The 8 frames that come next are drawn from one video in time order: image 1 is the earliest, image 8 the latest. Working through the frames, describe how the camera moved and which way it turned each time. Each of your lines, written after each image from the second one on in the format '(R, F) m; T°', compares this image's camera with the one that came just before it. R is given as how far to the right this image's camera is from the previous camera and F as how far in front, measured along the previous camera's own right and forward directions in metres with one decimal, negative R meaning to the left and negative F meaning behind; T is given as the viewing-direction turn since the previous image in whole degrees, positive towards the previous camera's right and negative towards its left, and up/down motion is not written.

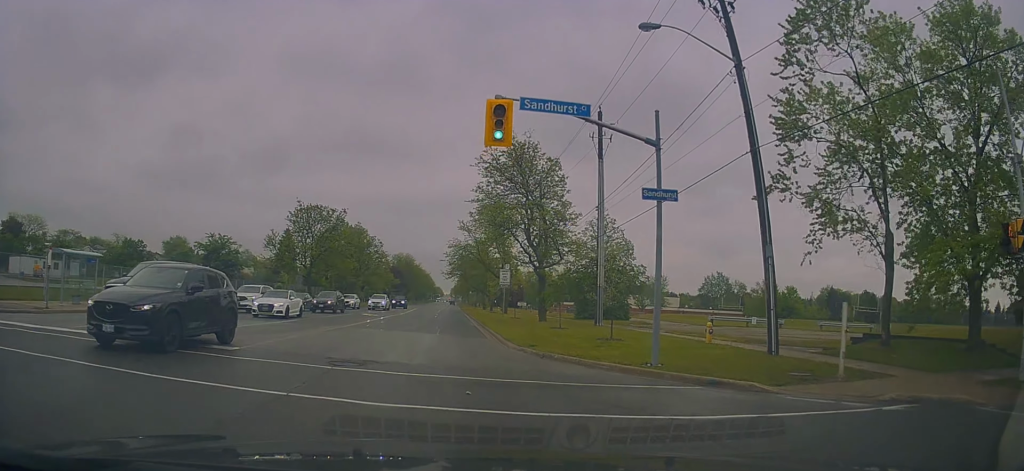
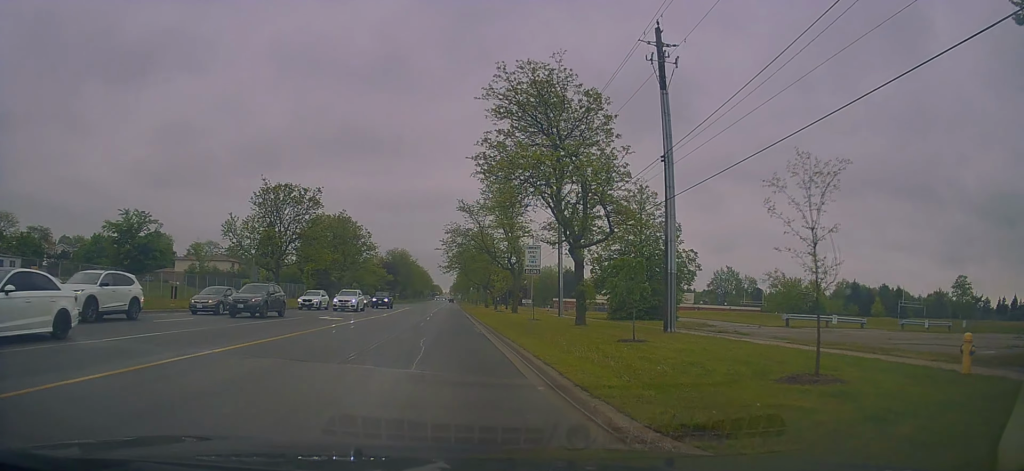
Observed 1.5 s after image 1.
(0.0, +11.4) m; -2°
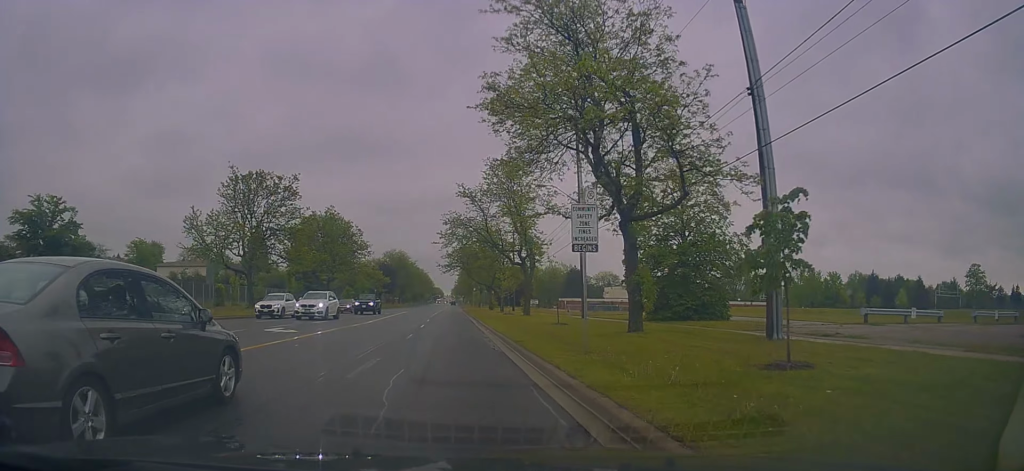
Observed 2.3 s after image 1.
(-0.3, +8.1) m; 0°
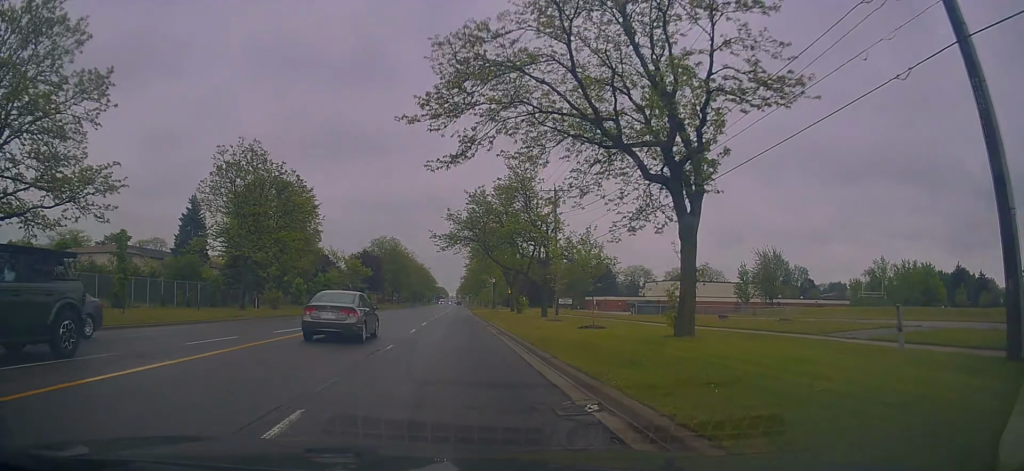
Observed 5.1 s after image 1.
(+0.7, +33.6) m; +2°
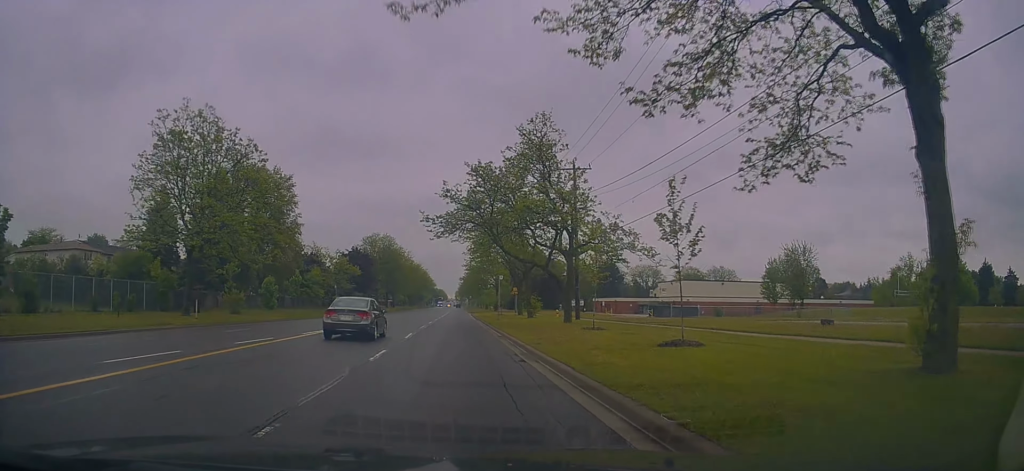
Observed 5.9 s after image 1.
(0.0, +10.3) m; 0°
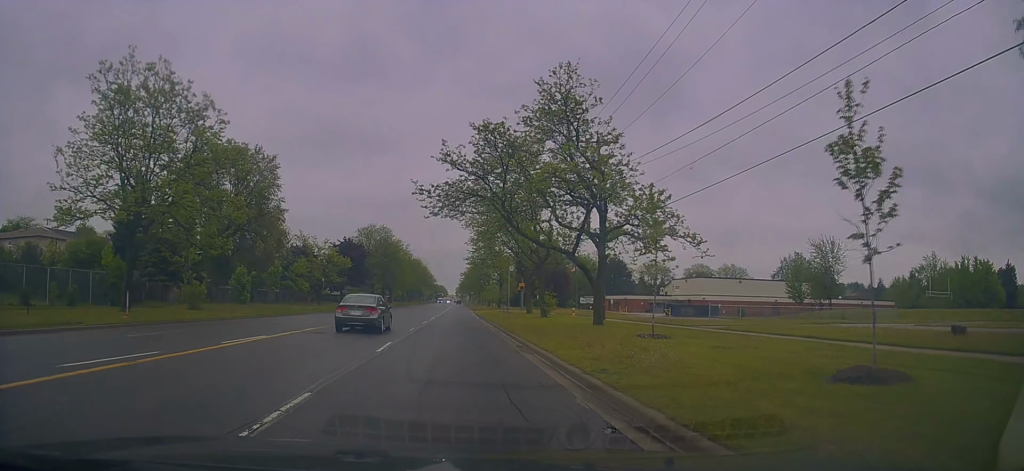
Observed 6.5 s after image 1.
(+0.2, +7.4) m; -1°
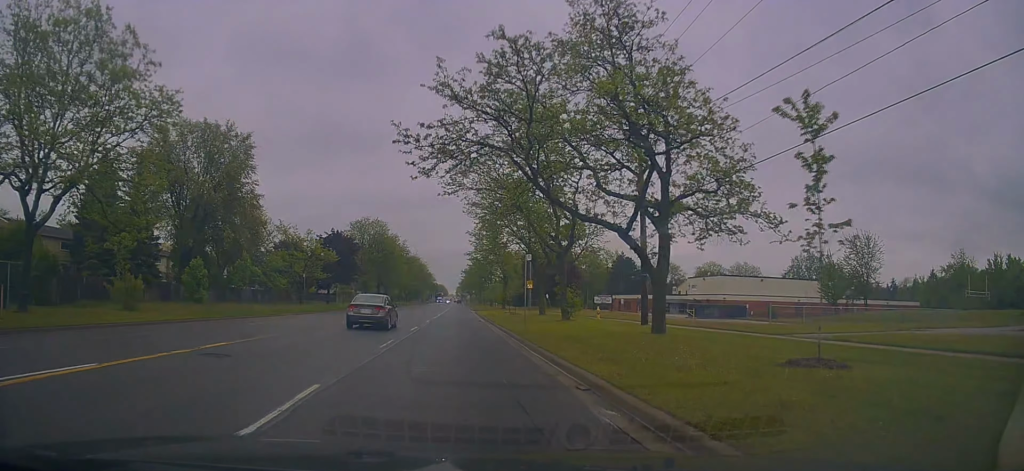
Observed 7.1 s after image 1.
(-0.3, +8.9) m; -1°
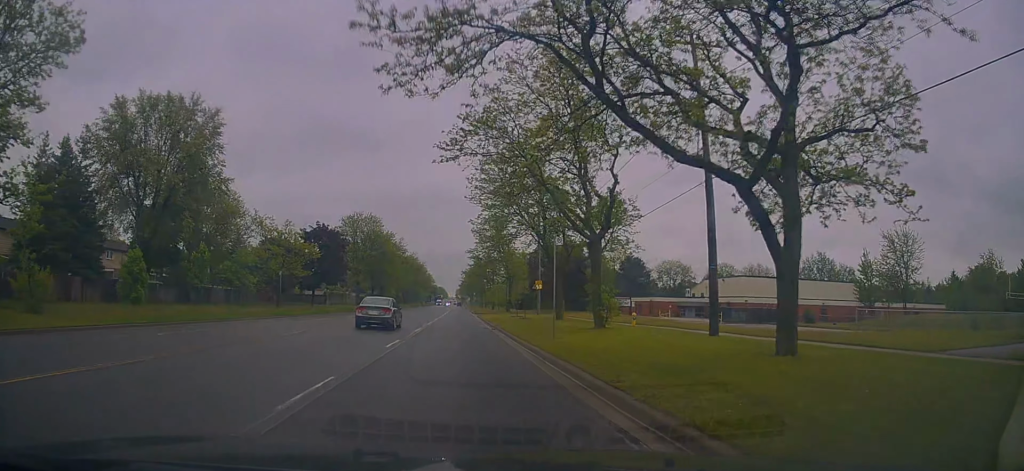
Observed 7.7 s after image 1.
(-0.2, +7.9) m; 0°
